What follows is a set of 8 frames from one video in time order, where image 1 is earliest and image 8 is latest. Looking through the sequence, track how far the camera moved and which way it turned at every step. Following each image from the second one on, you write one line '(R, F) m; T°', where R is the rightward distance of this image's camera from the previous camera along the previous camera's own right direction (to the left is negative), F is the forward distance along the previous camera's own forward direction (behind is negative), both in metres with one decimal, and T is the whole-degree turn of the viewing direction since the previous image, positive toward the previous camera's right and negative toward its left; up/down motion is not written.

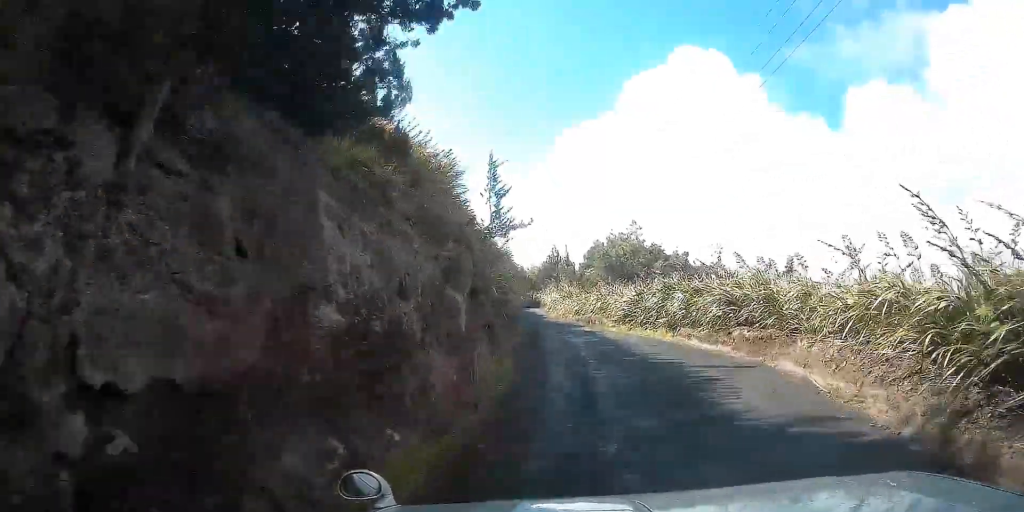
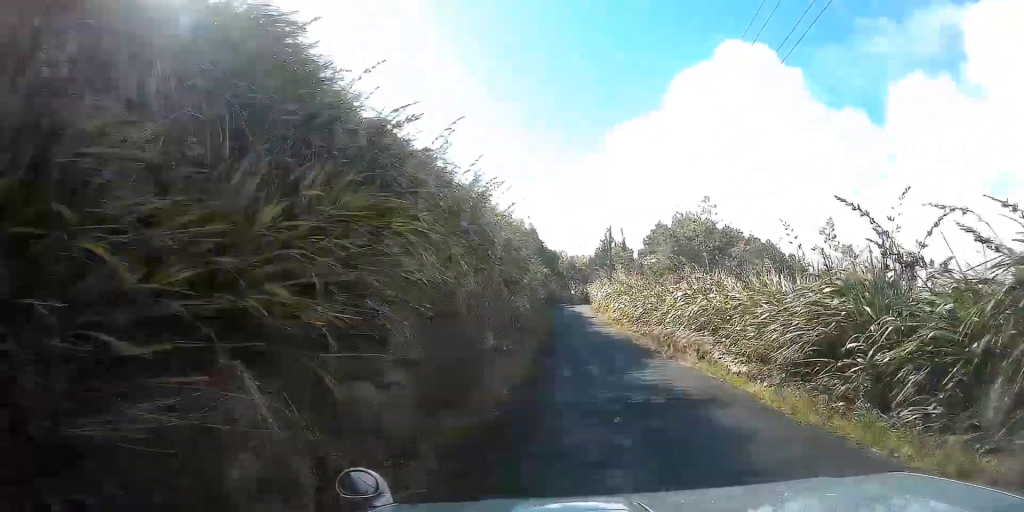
(-0.7, +18.1) m; -5°
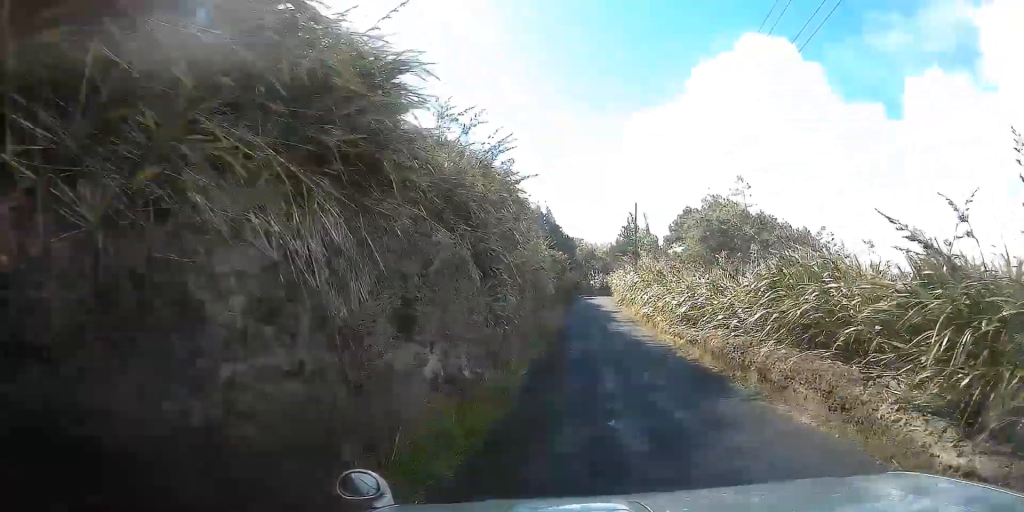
(-0.1, +6.8) m; -2°
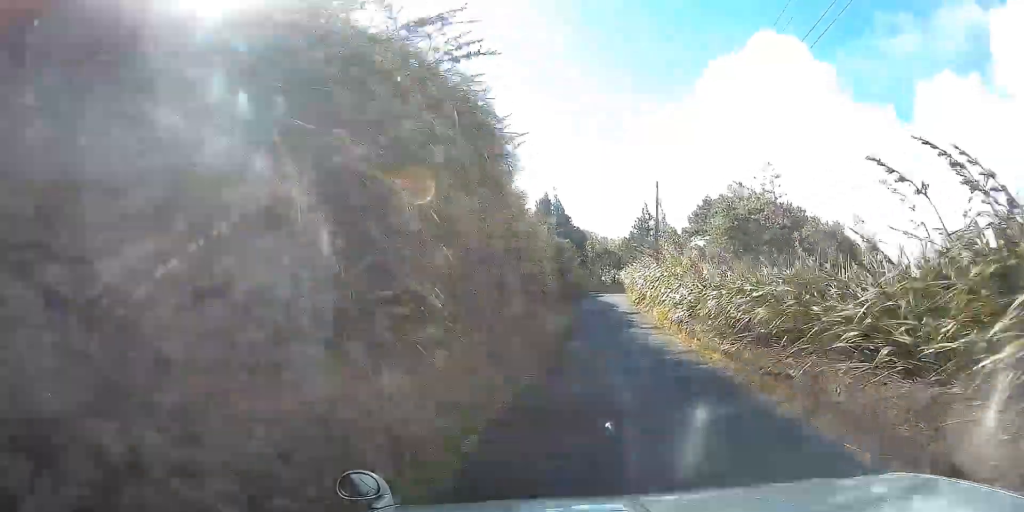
(-0.1, +6.2) m; -2°
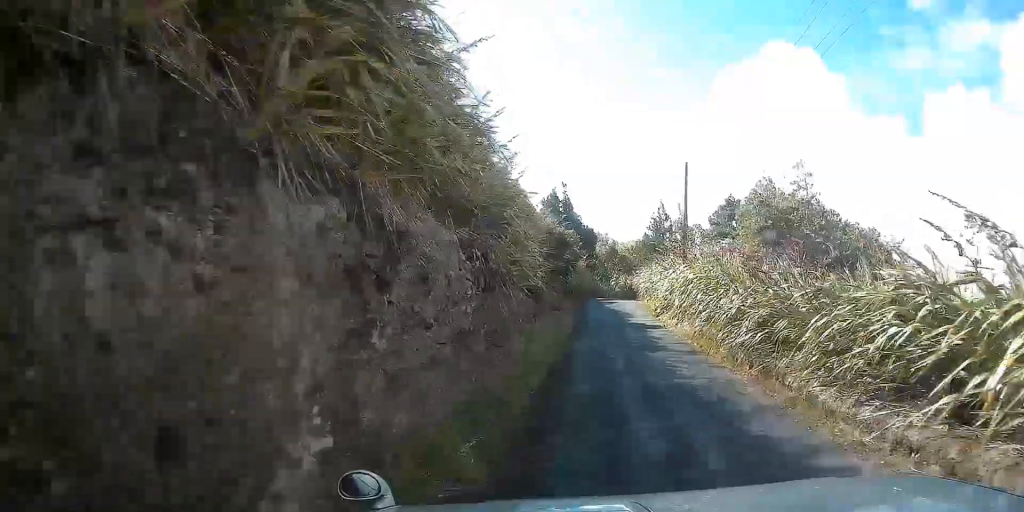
(-0.1, +6.6) m; -2°
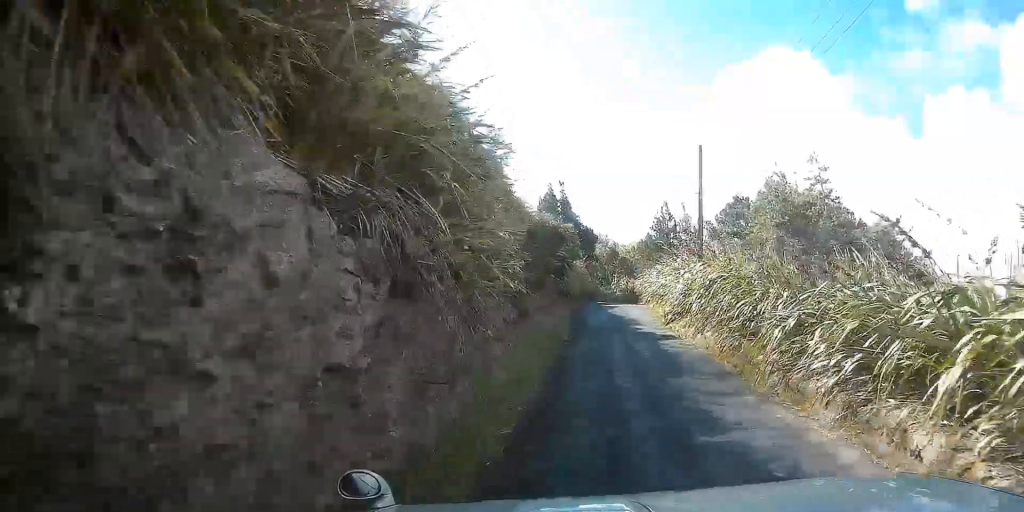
(-0.1, +3.7) m; -1°
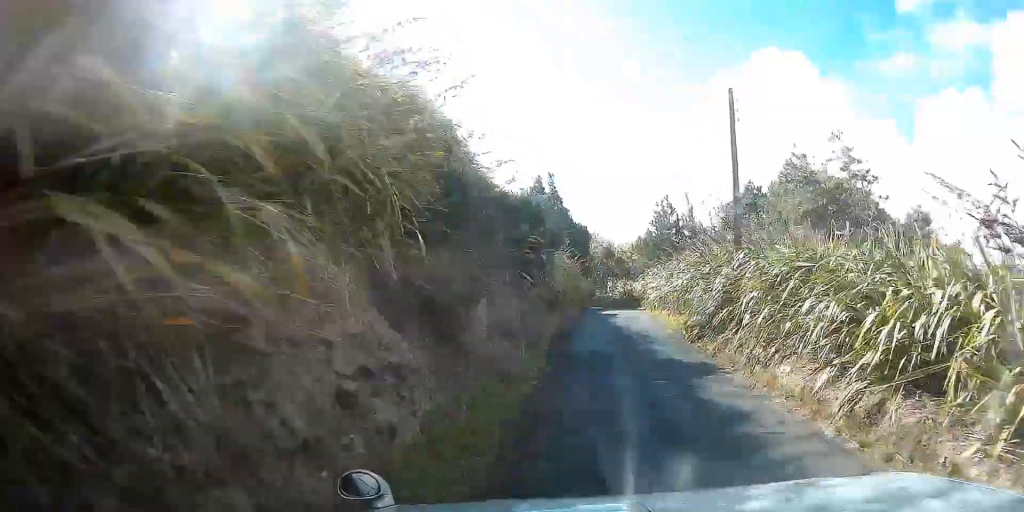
(0.0, +6.3) m; 0°
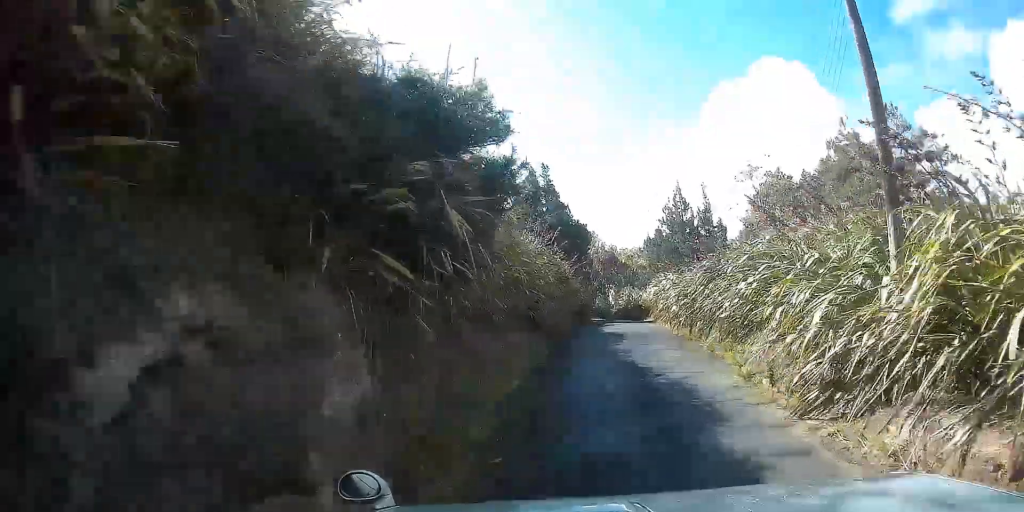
(+0.1, +8.4) m; +1°
